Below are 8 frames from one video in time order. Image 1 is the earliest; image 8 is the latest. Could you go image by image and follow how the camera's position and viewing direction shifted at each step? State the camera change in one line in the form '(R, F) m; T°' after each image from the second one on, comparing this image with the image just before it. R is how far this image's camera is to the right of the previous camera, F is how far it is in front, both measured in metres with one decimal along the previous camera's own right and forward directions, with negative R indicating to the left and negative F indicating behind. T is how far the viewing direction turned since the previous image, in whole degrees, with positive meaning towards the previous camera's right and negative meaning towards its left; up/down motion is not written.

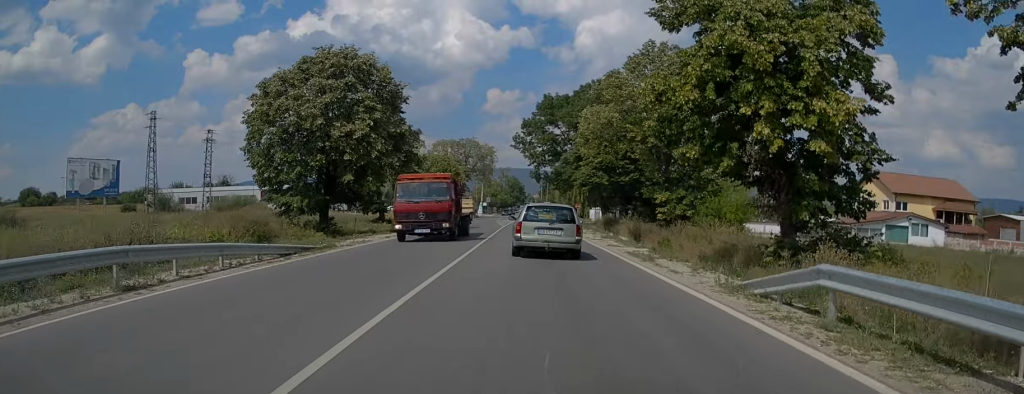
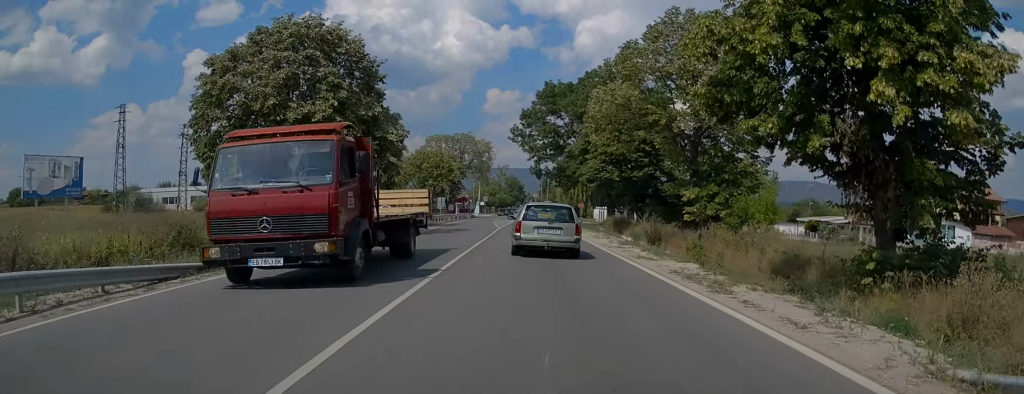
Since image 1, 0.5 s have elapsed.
(+0.1, +6.4) m; 0°
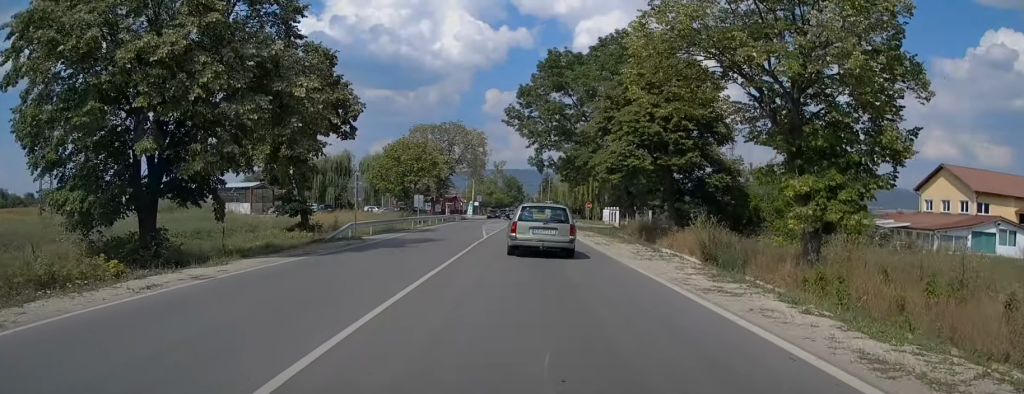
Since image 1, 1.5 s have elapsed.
(0.0, +12.4) m; 0°
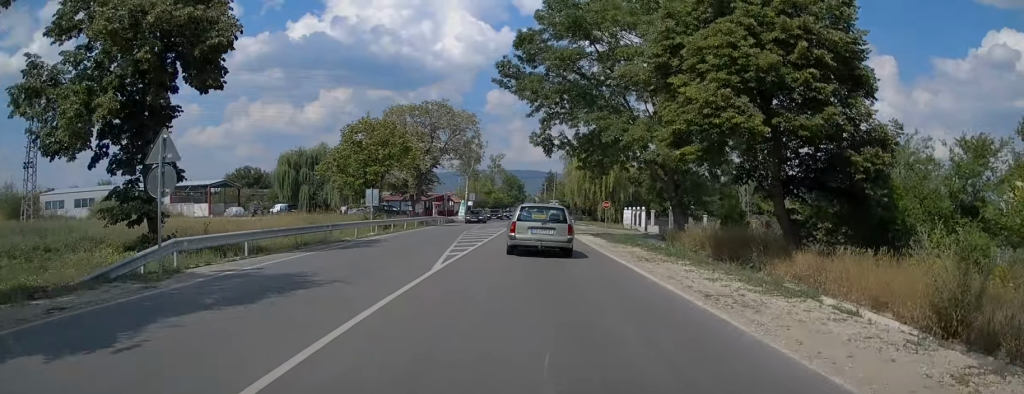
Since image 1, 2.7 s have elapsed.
(-0.1, +15.4) m; 0°
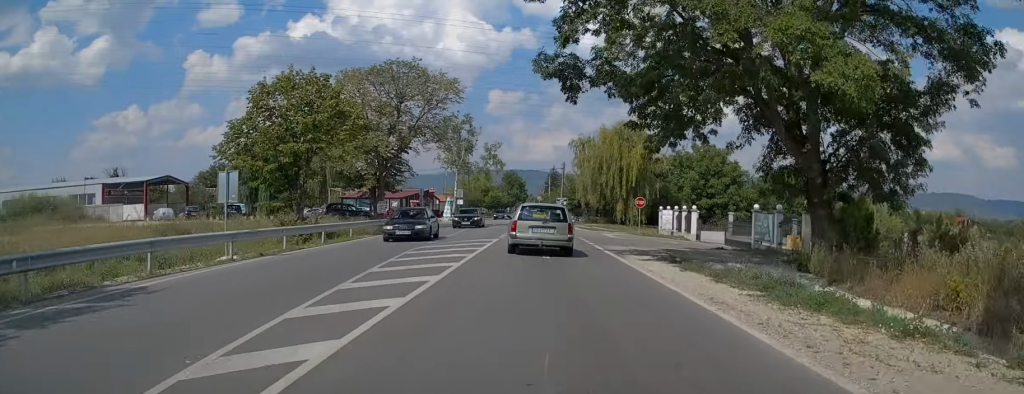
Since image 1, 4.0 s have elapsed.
(0.0, +17.2) m; 0°
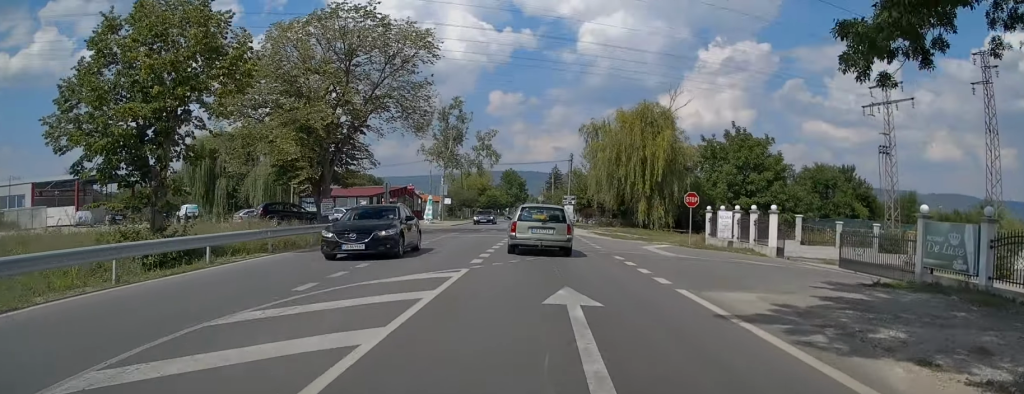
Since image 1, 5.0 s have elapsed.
(0.0, +13.4) m; 0°
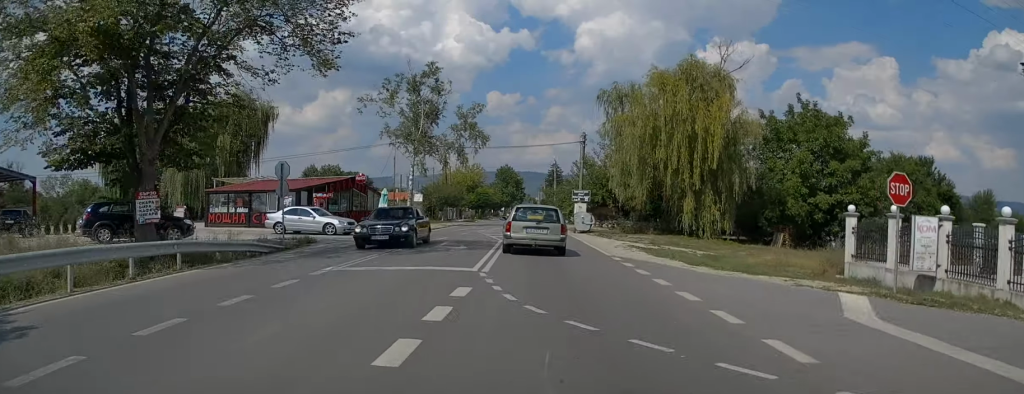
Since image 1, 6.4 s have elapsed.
(0.0, +17.2) m; 0°
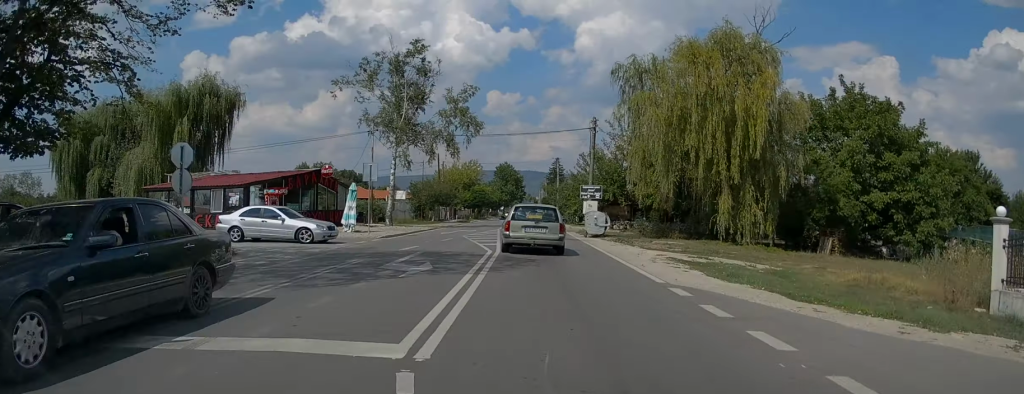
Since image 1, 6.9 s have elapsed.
(0.0, +7.3) m; 0°
